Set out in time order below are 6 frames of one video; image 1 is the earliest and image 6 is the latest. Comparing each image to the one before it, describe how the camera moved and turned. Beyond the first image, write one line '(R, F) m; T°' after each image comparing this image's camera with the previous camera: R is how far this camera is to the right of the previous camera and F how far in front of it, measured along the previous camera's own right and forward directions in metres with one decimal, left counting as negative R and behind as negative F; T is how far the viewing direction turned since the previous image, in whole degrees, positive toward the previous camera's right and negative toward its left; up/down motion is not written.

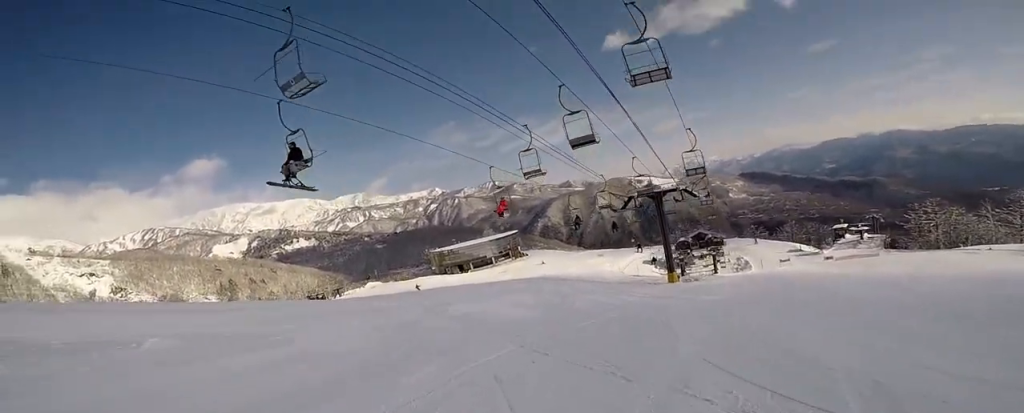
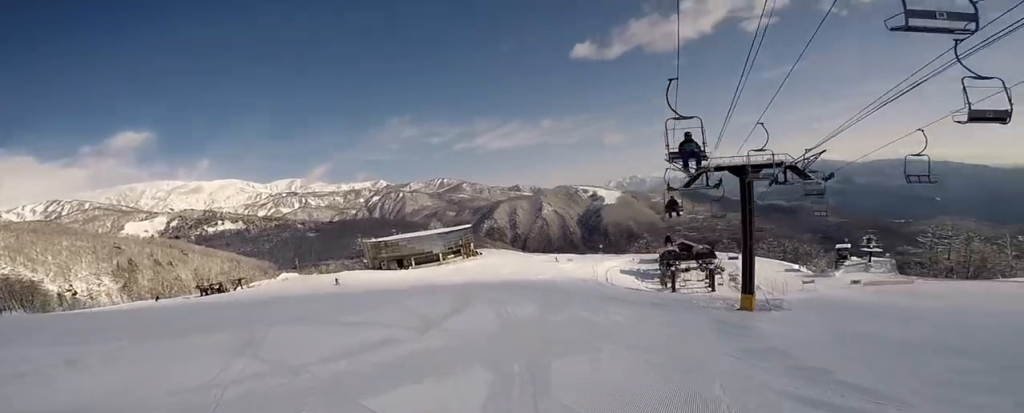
(-2.2, +18.4) m; -7°
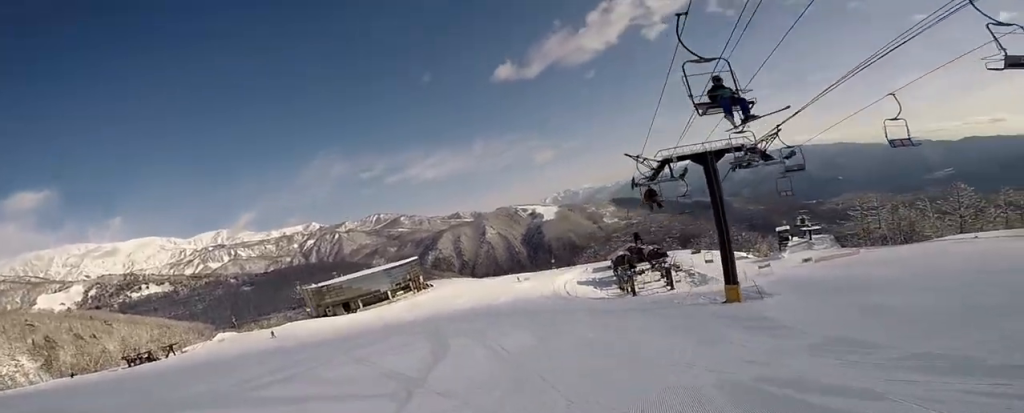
(0.0, +3.7) m; 0°
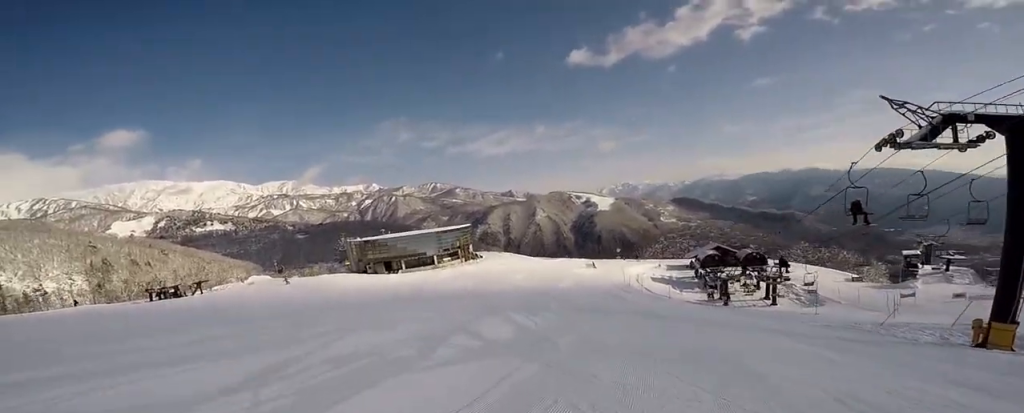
(+0.3, +10.9) m; +9°
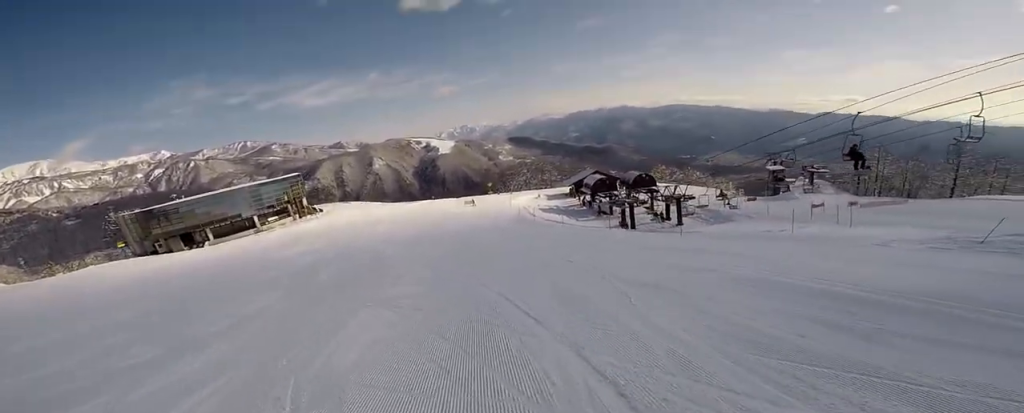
(+4.2, +14.2) m; +27°
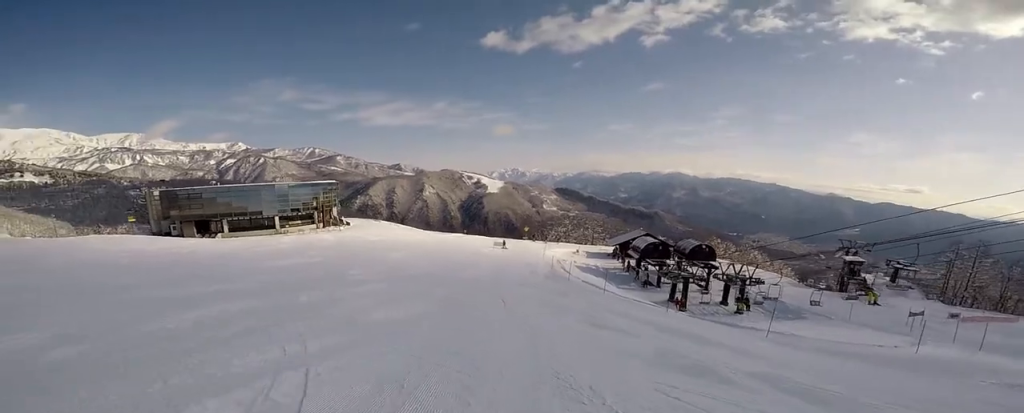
(+0.2, +7.8) m; -7°
